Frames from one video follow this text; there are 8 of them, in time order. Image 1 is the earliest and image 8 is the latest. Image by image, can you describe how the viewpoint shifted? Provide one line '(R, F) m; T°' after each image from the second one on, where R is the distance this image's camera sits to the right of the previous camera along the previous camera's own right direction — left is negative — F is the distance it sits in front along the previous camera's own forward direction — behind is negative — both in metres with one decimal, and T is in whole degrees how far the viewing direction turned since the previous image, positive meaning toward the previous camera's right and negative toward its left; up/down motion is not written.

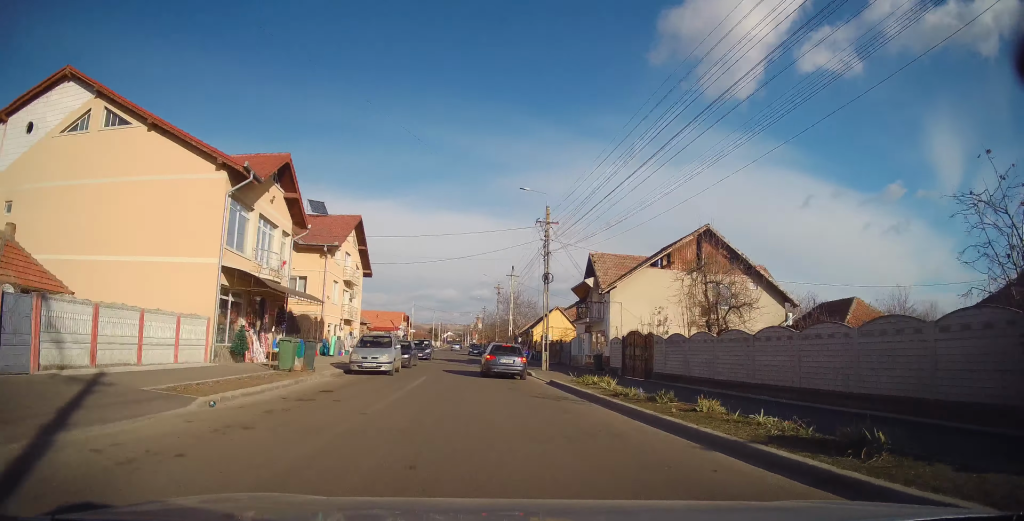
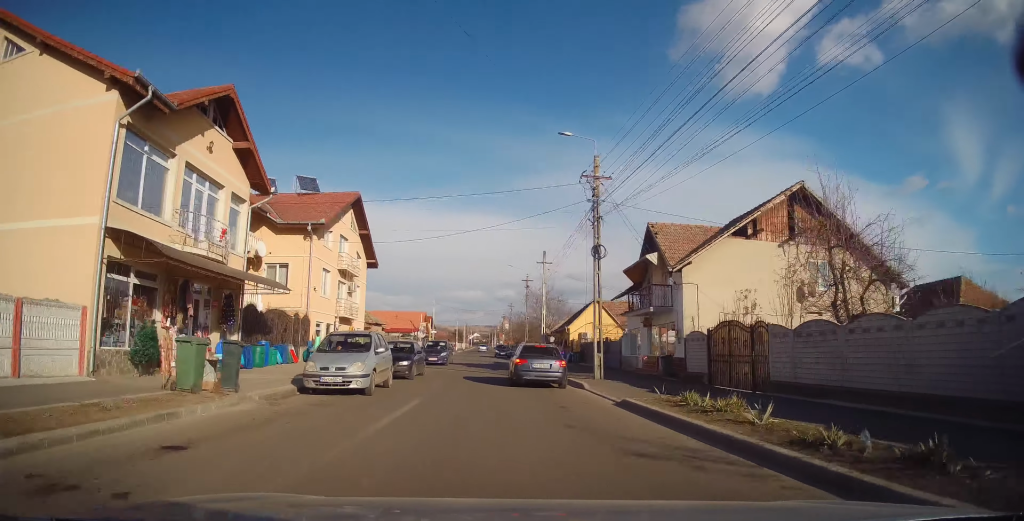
(0.0, +6.9) m; 0°
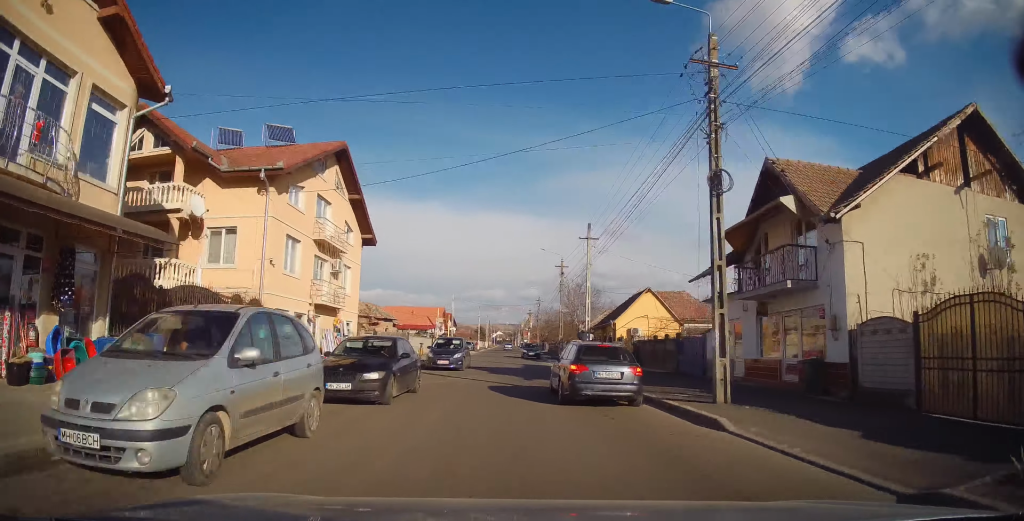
(0.0, +8.0) m; 0°
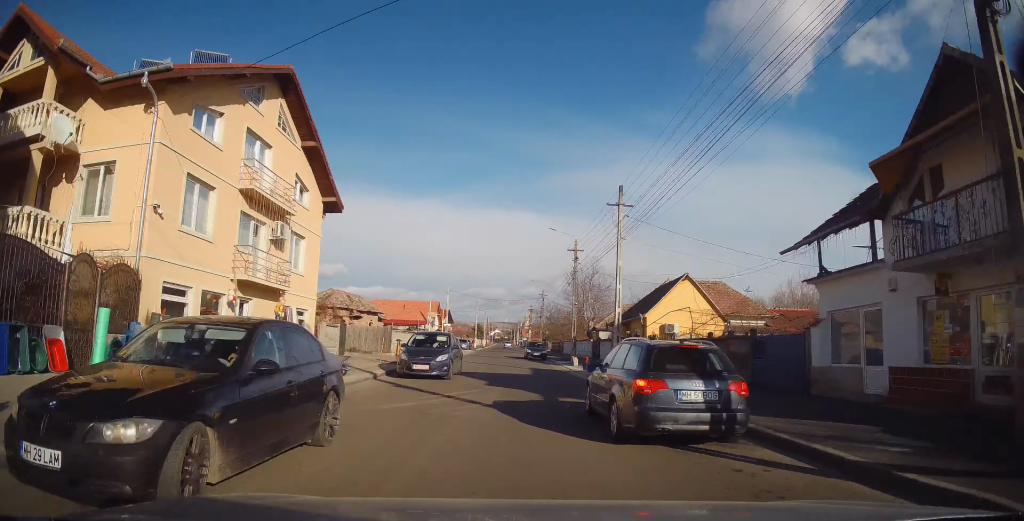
(0.0, +7.3) m; -5°
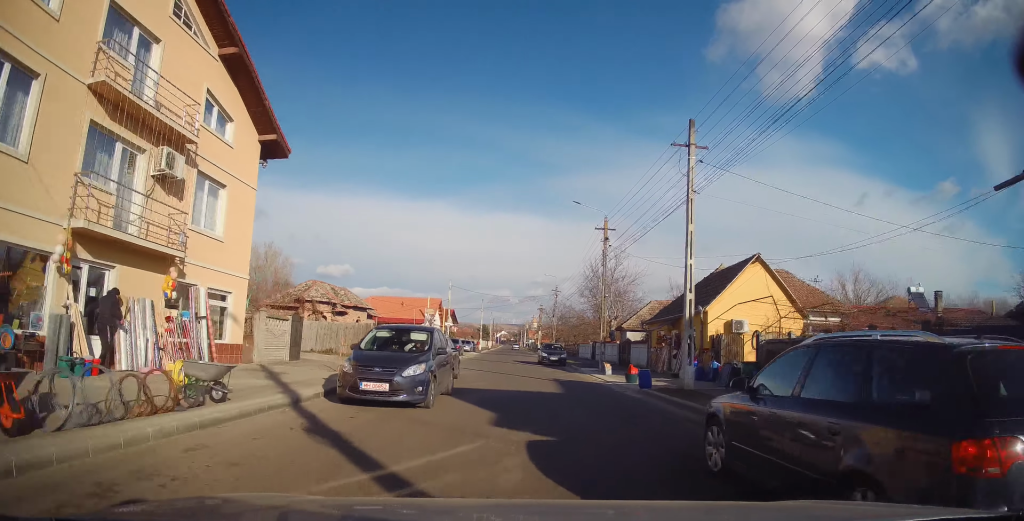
(-0.7, +8.3) m; -1°
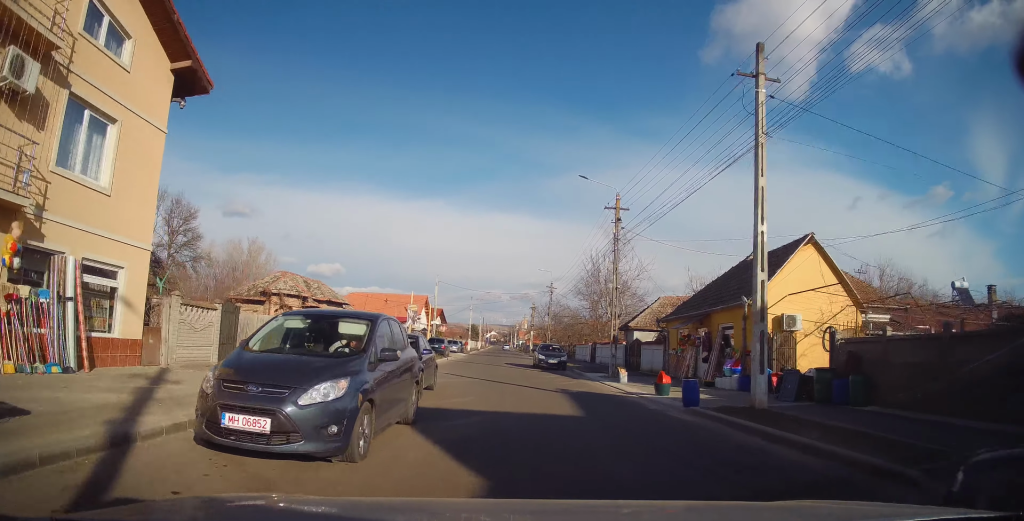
(+0.4, +5.4) m; +6°
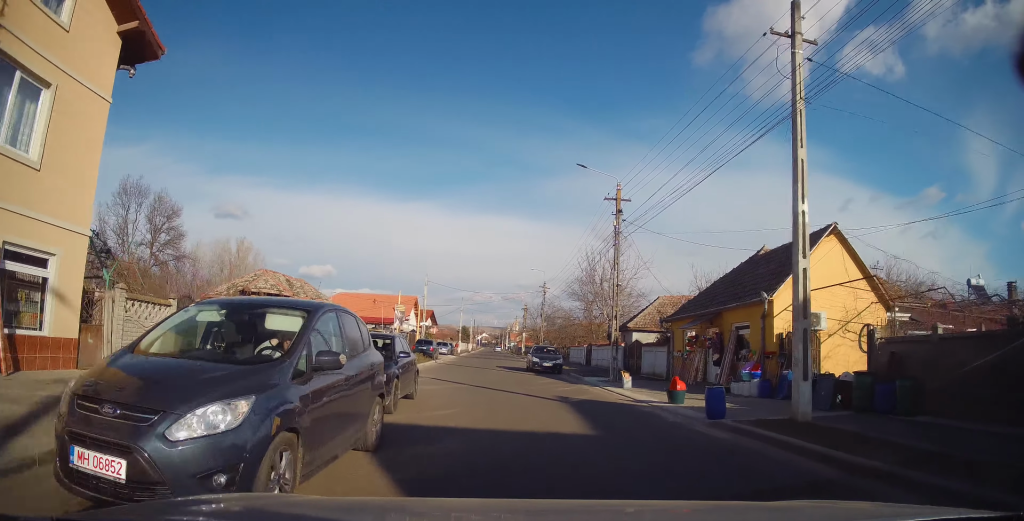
(+0.2, +2.2) m; 0°
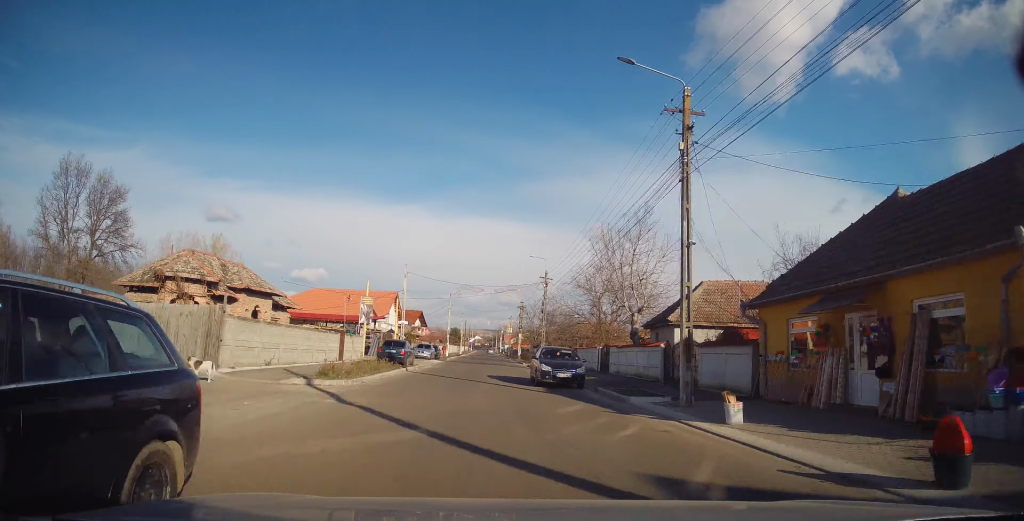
(-0.1, +9.4) m; -2°
